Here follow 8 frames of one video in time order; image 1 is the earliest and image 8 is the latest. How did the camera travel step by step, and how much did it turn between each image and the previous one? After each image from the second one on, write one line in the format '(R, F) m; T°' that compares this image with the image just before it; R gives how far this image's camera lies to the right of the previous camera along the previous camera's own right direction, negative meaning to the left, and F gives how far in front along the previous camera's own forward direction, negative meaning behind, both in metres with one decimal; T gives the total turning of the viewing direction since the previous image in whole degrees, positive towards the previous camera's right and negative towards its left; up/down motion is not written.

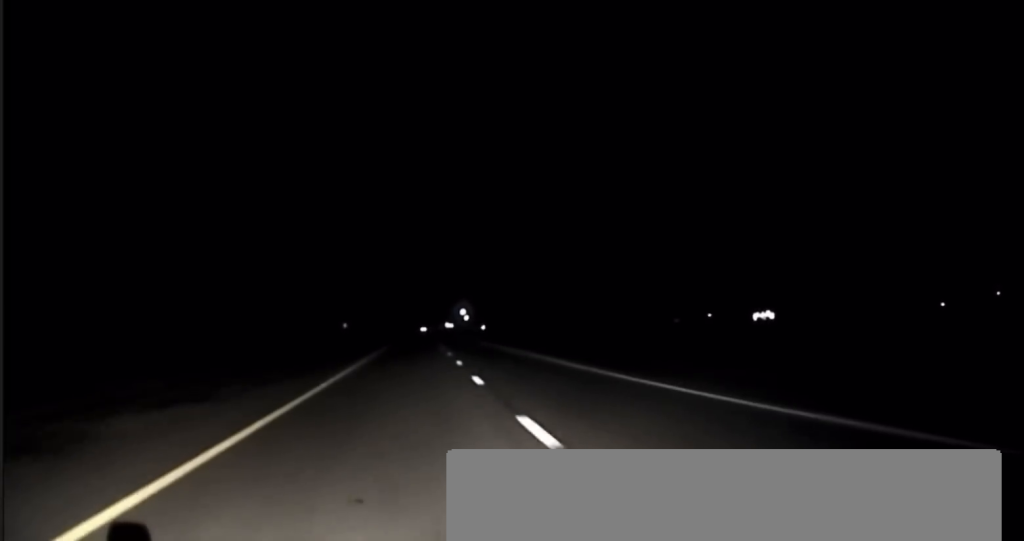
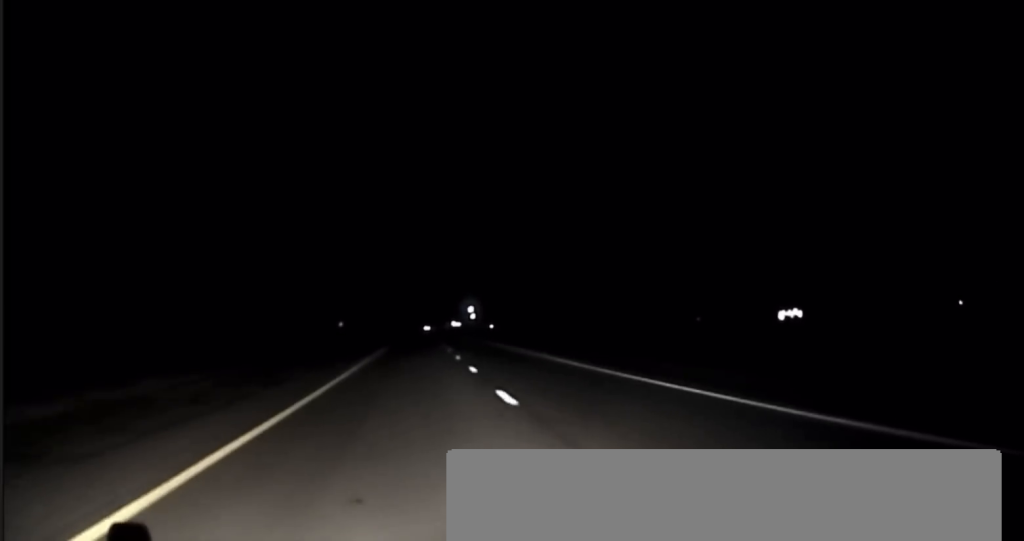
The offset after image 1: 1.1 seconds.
(0.0, +43.1) m; -1°
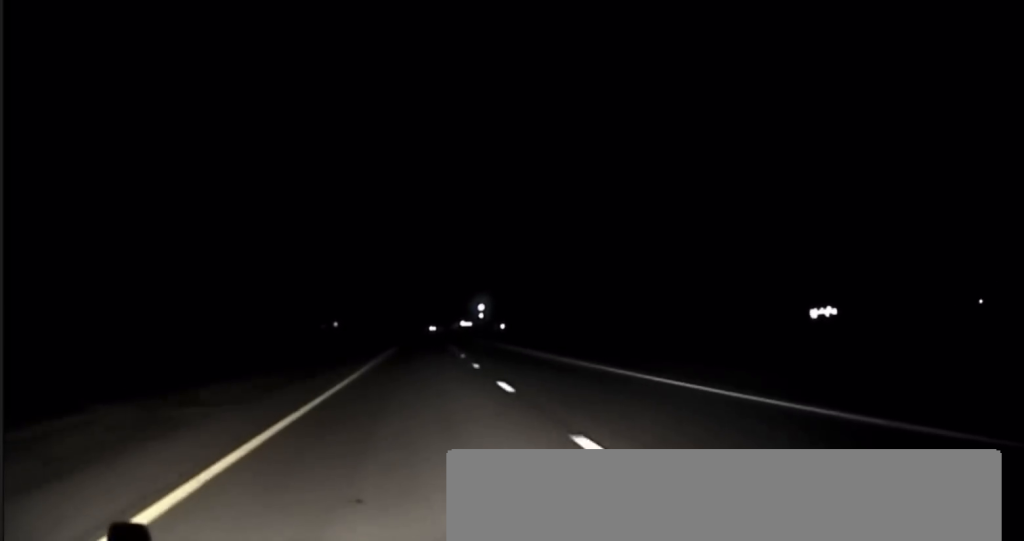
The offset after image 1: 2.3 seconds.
(-0.5, +45.8) m; 0°
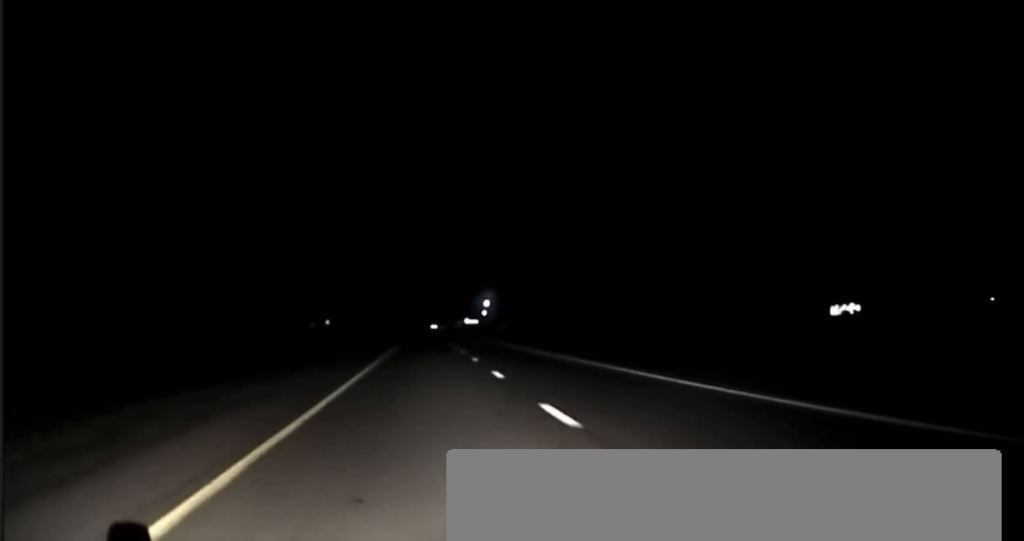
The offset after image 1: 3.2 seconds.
(+0.4, +31.9) m; +1°
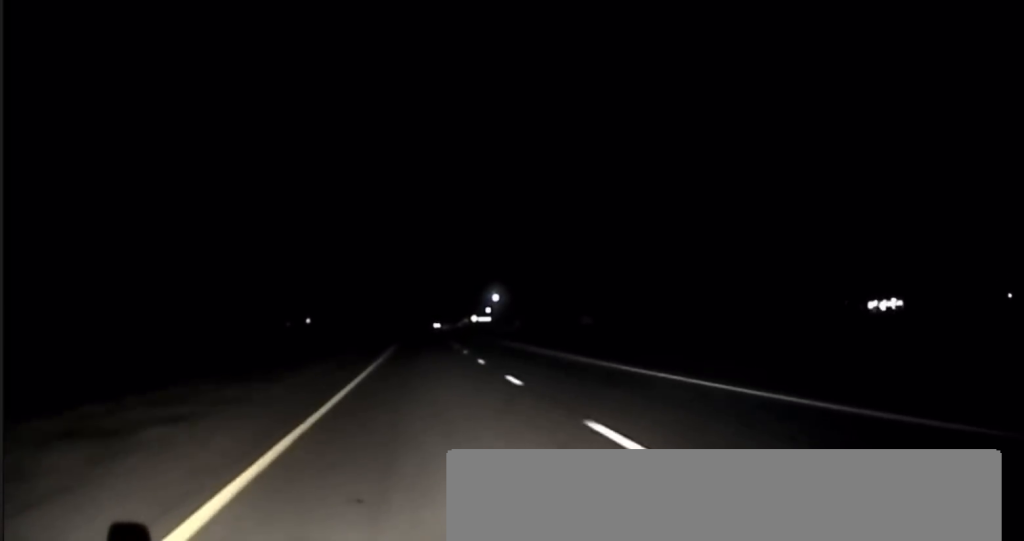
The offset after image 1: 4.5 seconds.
(-0.4, +52.5) m; -1°
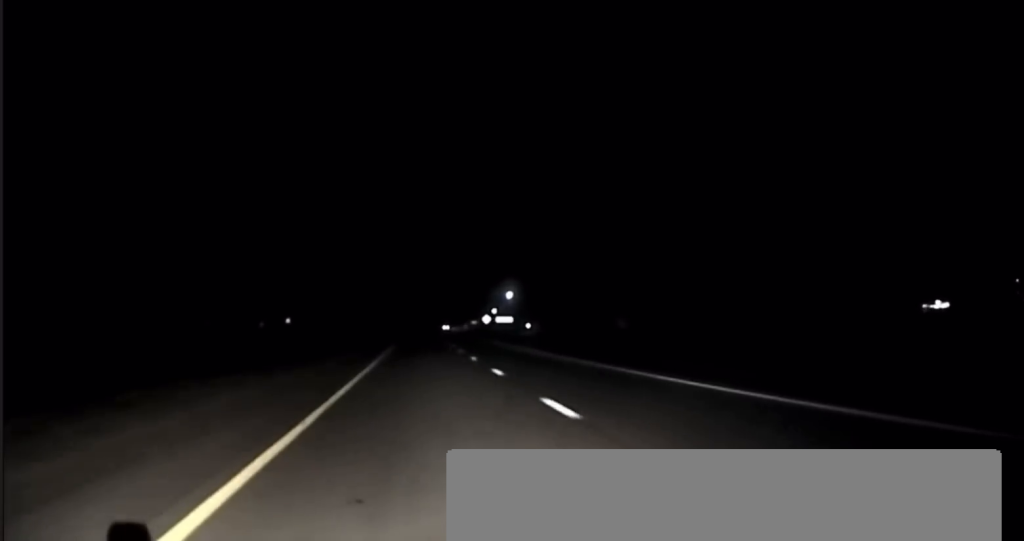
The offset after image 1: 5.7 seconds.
(-0.1, +44.7) m; 0°
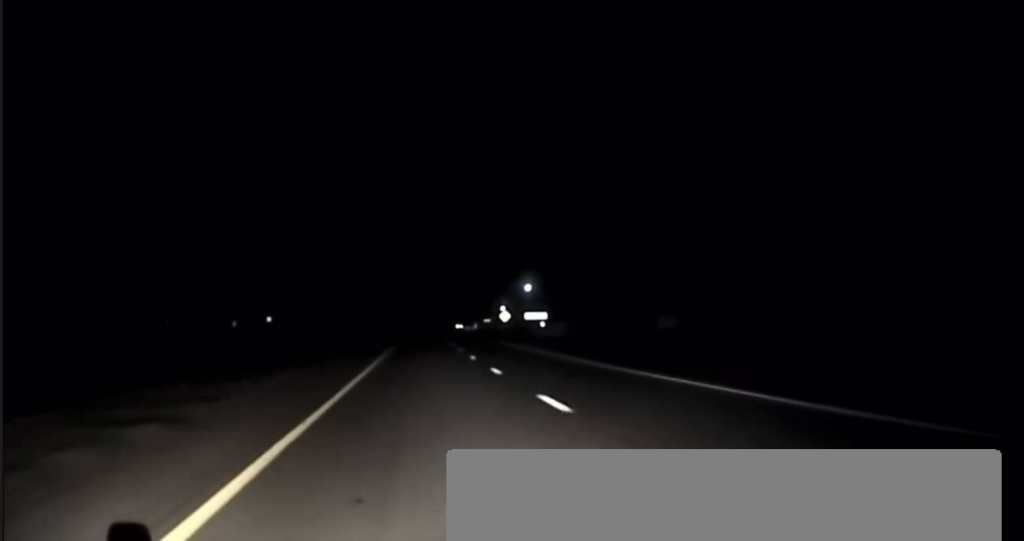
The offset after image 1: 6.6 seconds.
(+0.2, +35.8) m; 0°
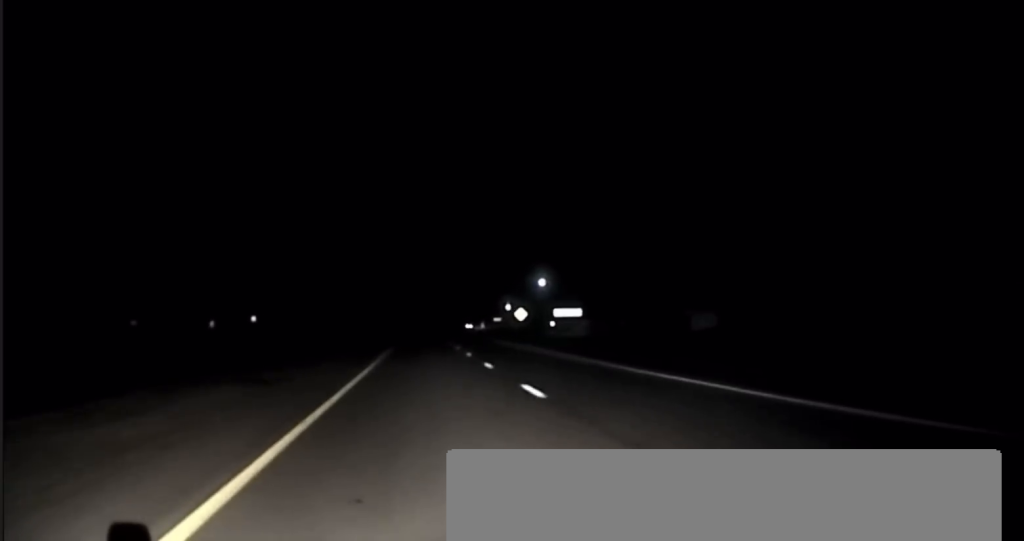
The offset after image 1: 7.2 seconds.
(0.0, +21.7) m; 0°
